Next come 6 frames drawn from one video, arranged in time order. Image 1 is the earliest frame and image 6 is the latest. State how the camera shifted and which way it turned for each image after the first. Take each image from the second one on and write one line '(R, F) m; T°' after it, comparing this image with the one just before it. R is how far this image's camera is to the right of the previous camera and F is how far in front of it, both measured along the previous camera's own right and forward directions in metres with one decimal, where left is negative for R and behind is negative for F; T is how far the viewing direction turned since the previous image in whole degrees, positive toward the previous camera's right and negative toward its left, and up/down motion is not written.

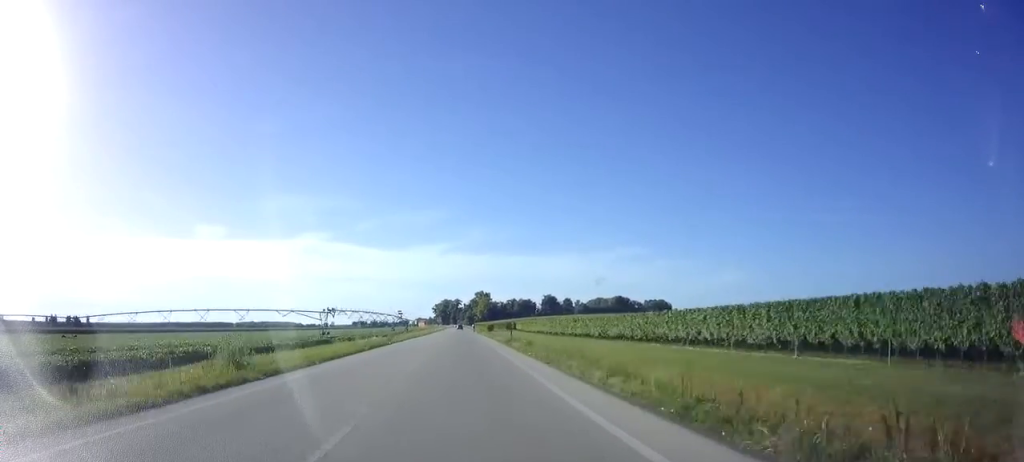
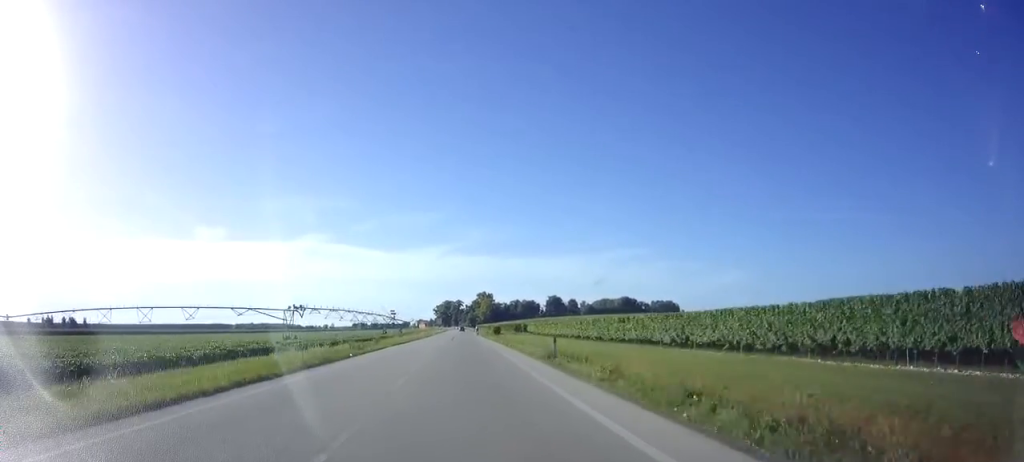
(-0.1, +16.9) m; 0°
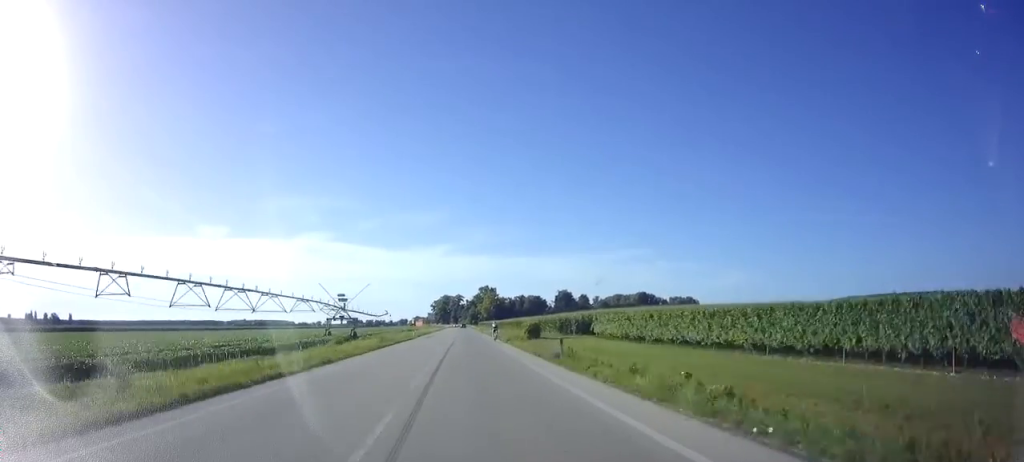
(-0.1, +51.1) m; 0°
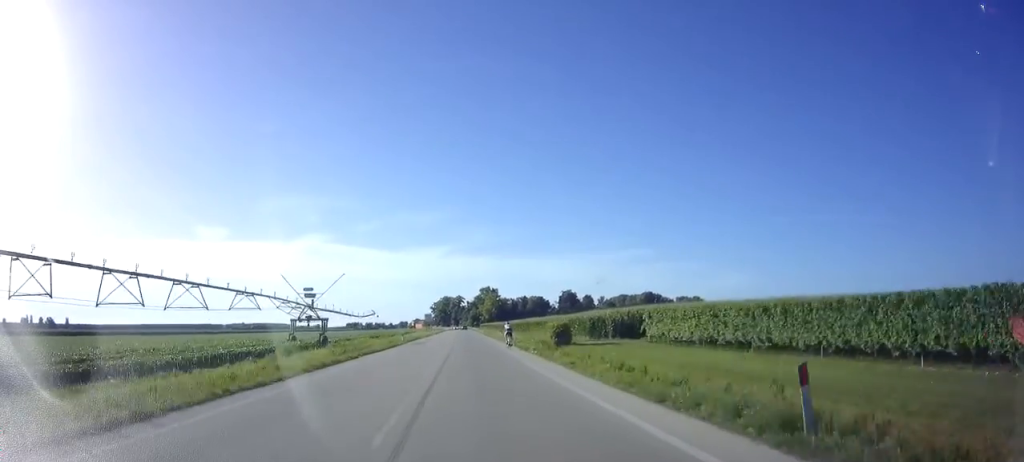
(-0.1, +14.5) m; 0°
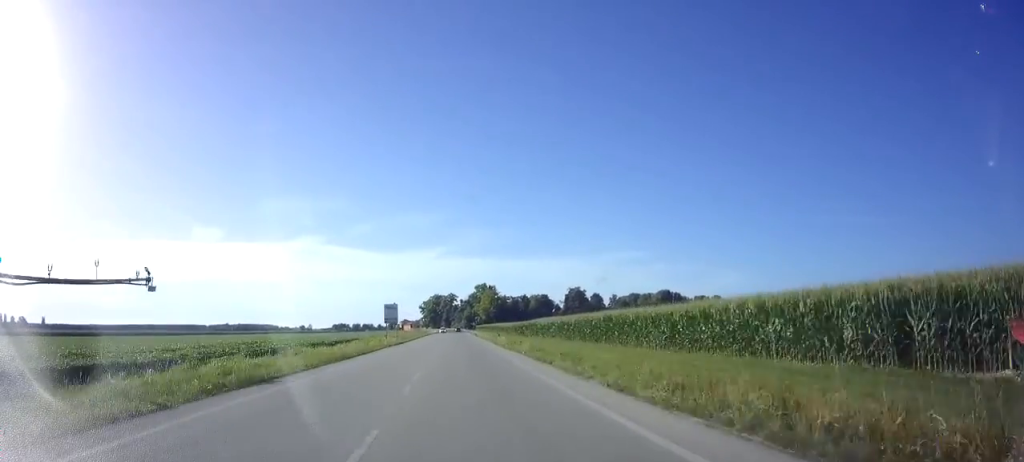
(+0.4, +56.4) m; +1°
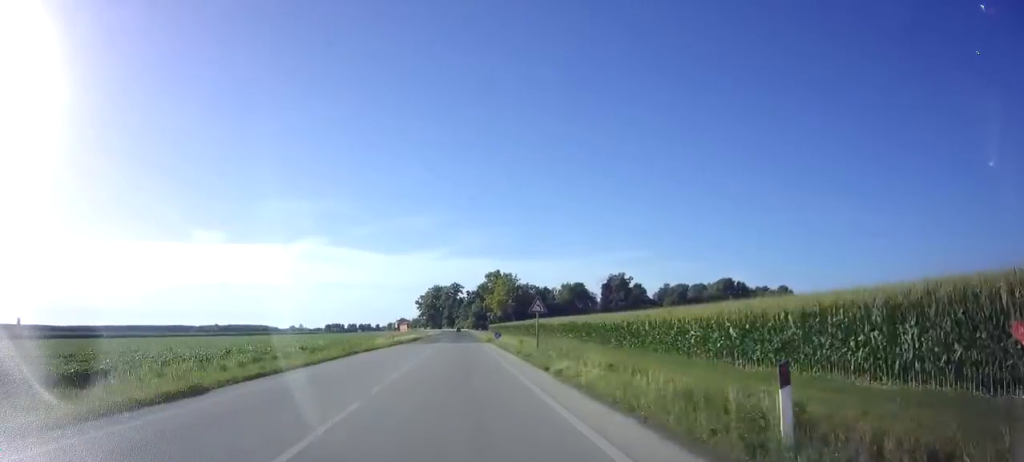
(+0.2, +91.2) m; -1°
